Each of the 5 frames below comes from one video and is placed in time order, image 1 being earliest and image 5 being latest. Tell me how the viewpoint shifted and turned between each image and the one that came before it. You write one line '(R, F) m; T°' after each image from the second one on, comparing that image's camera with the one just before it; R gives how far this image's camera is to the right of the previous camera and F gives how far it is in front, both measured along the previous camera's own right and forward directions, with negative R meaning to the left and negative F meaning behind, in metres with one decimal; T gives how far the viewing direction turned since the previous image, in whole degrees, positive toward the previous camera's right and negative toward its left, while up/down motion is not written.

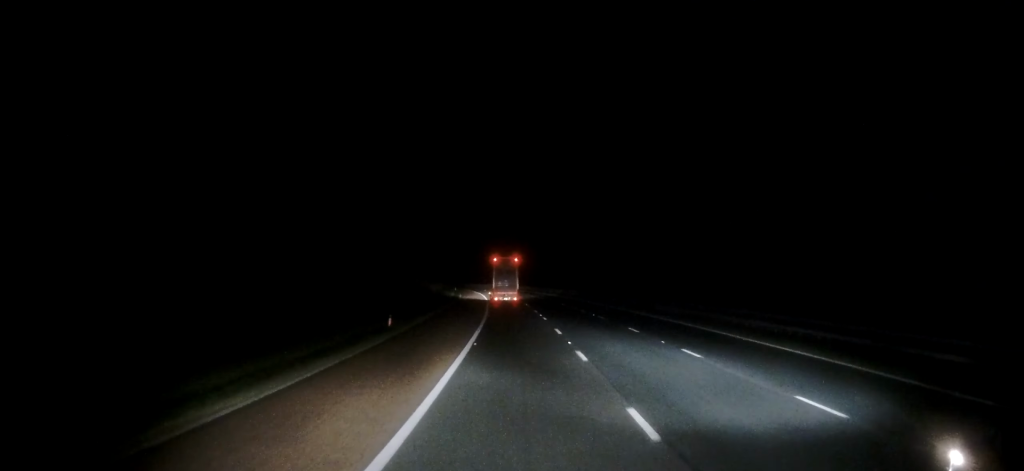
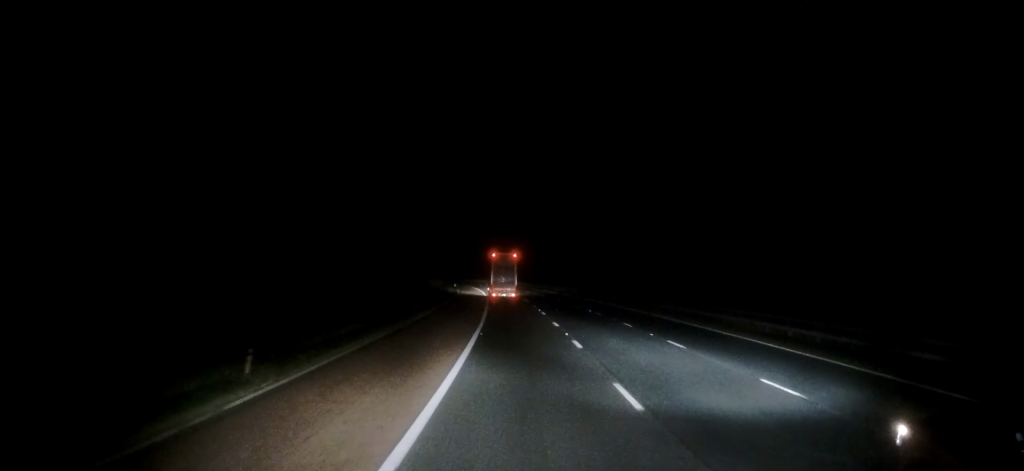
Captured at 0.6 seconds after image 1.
(-0.2, +12.9) m; -1°
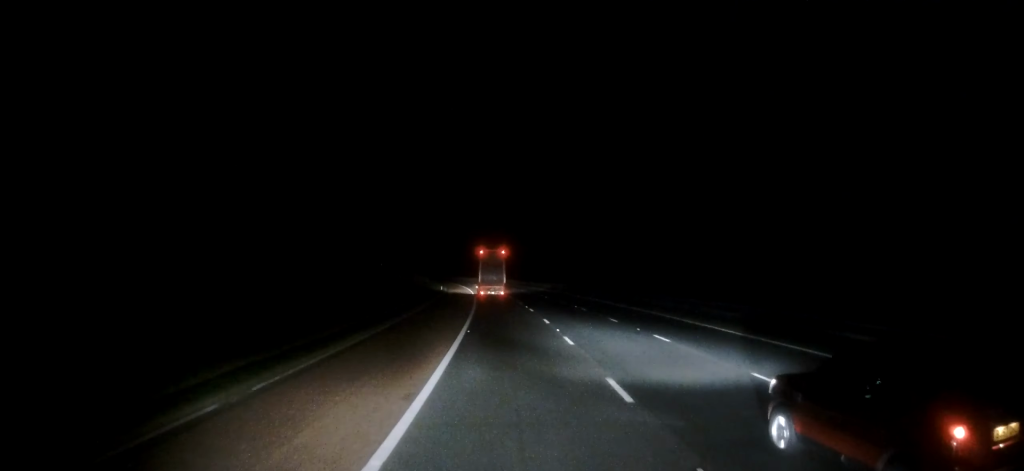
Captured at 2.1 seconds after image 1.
(-0.2, +29.4) m; 0°
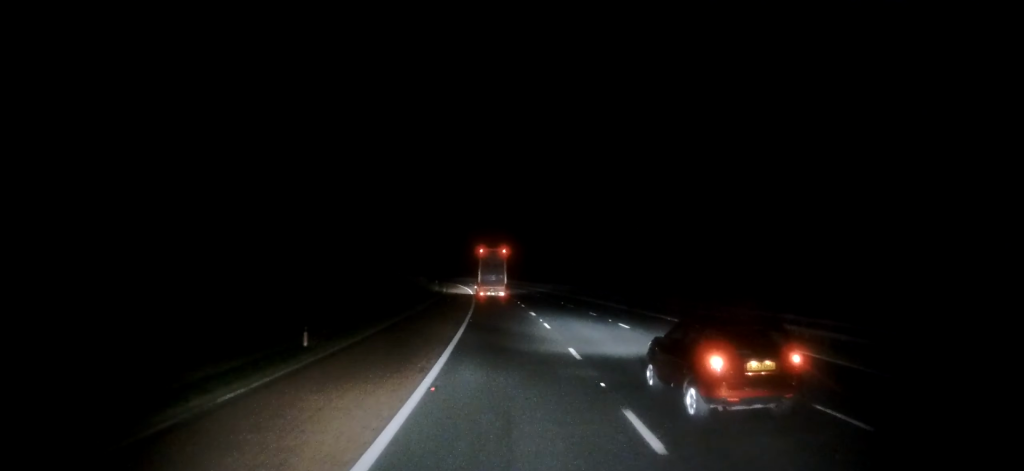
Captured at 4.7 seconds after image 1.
(-2.0, +59.5) m; -4°
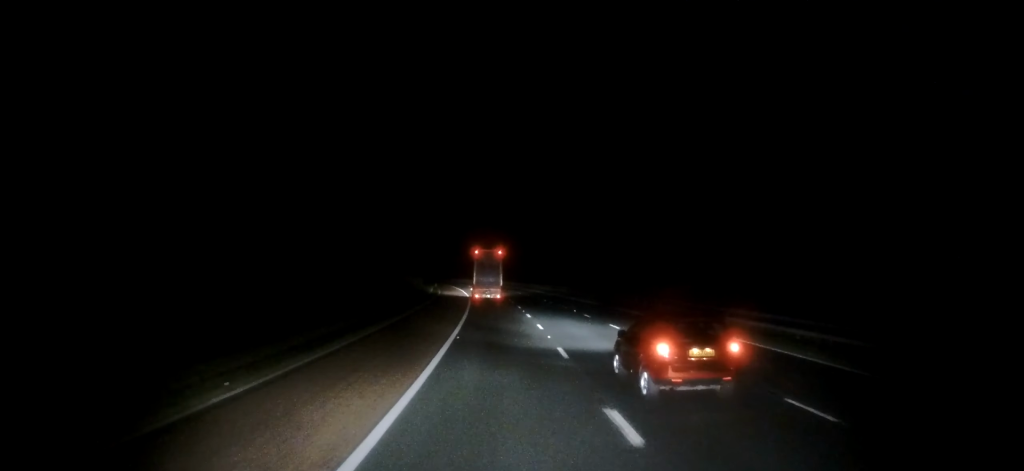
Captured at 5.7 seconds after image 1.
(-0.4, +24.8) m; -2°
